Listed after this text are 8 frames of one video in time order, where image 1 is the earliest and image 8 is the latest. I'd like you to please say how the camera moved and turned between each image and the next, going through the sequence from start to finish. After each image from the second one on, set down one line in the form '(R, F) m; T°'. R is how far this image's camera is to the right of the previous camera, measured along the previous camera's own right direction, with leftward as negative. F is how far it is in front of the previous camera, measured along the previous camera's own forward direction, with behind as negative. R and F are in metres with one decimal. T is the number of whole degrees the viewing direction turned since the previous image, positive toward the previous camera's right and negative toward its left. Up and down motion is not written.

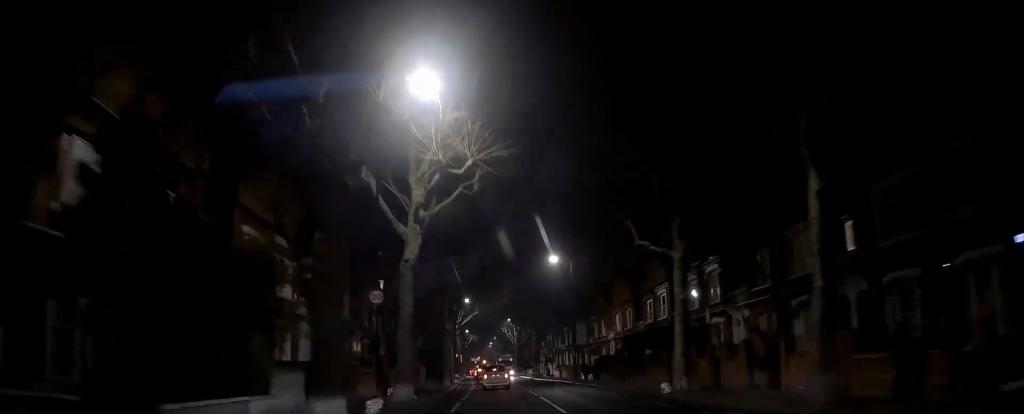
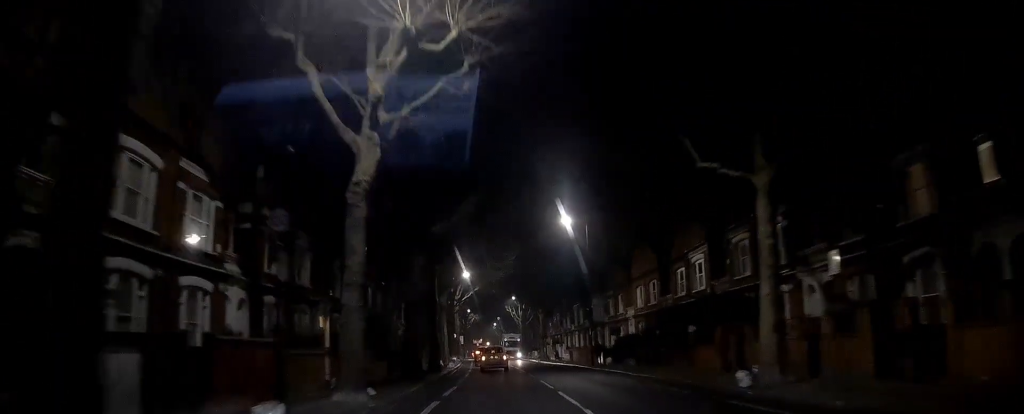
(-0.1, +7.9) m; 0°
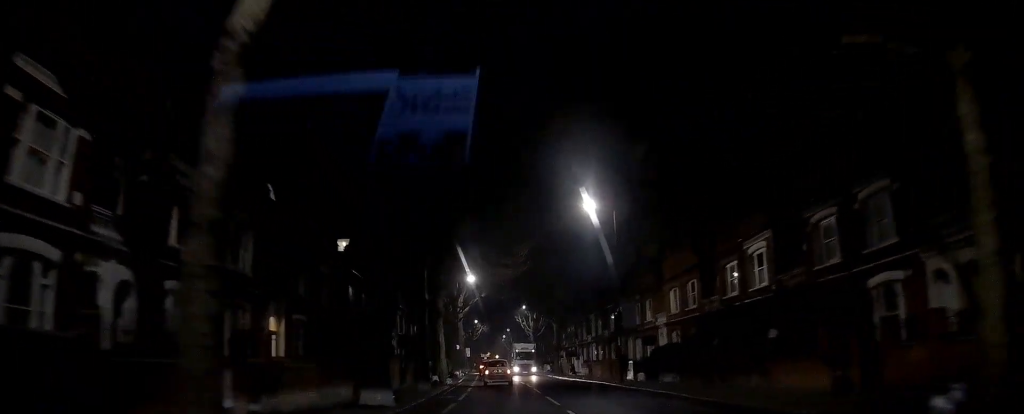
(0.0, +8.4) m; -1°
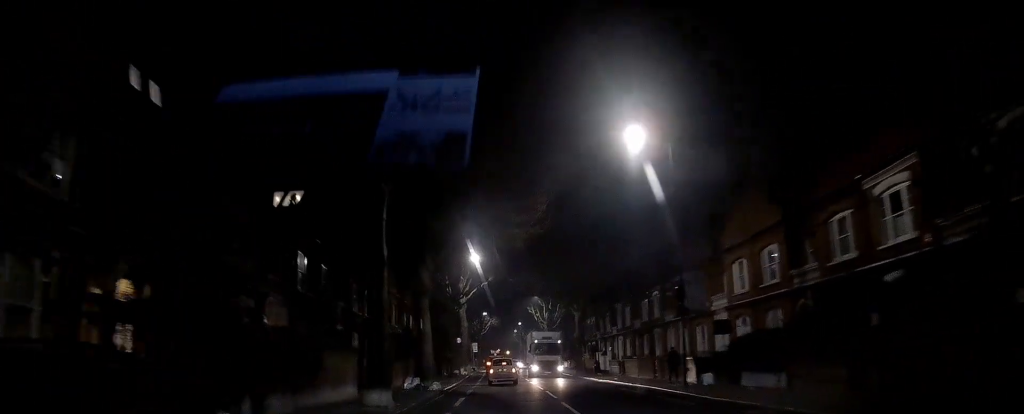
(-0.1, +12.0) m; -1°
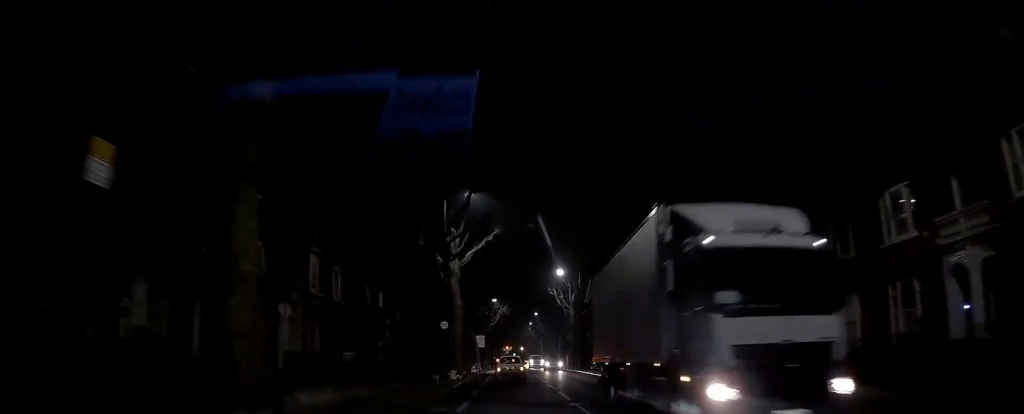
(-0.3, +19.8) m; -1°
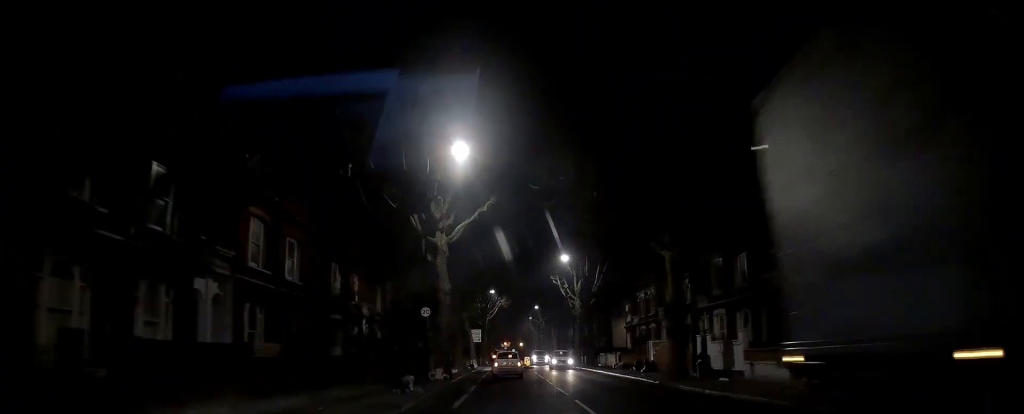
(0.0, +6.7) m; 0°
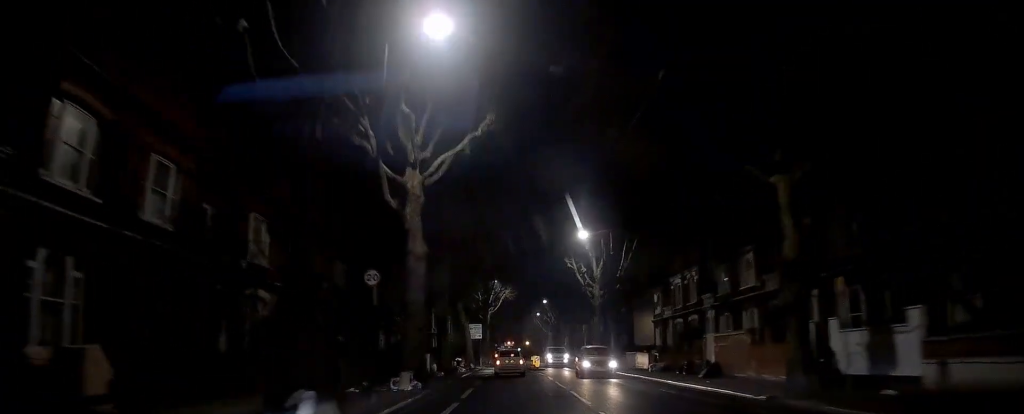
(0.0, +10.9) m; 0°
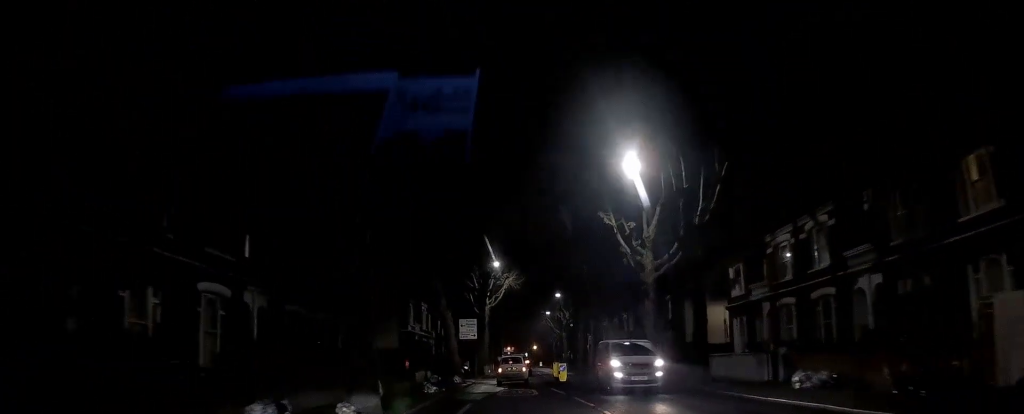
(-0.2, +16.0) m; 0°
